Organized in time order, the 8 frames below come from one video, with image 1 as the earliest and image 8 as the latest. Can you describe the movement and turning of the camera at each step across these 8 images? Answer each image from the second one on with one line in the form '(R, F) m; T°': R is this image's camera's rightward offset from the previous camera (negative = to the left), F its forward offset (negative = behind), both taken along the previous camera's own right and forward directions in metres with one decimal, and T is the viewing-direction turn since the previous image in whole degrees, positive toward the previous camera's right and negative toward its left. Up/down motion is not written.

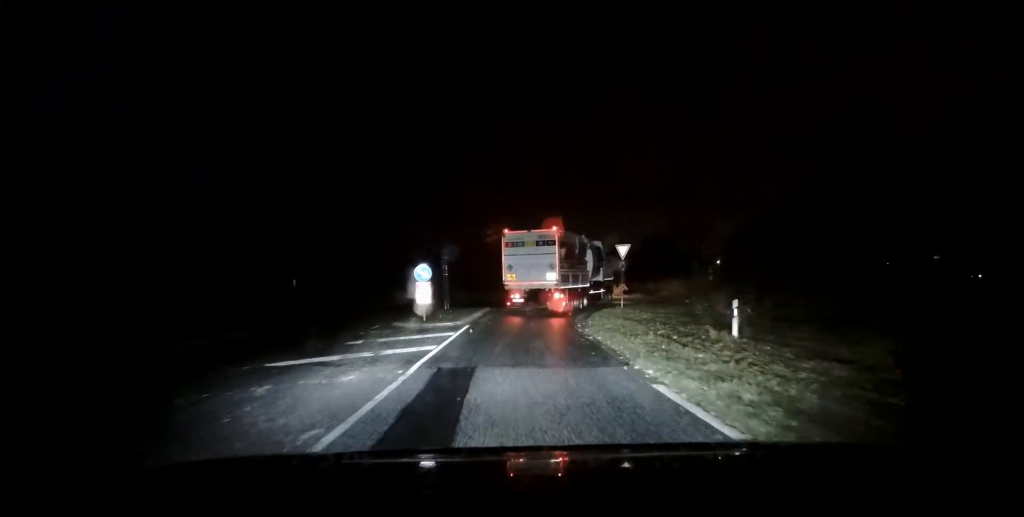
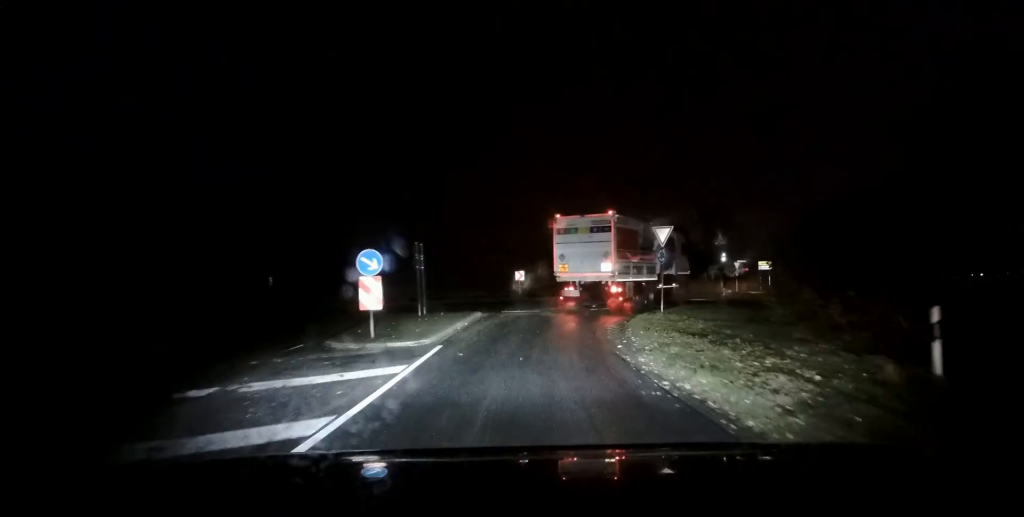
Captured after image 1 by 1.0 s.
(0.0, +7.4) m; +2°
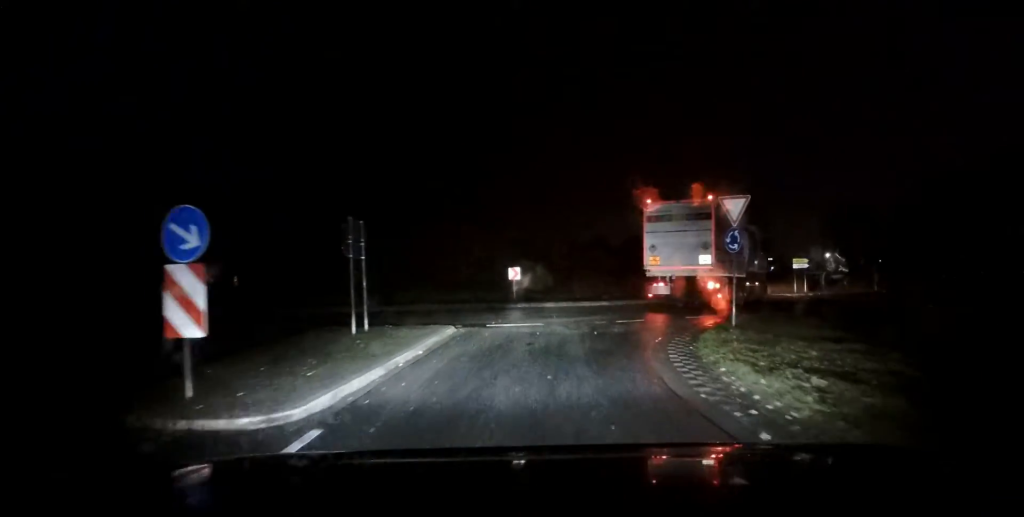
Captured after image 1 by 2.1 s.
(+0.2, +7.2) m; +5°
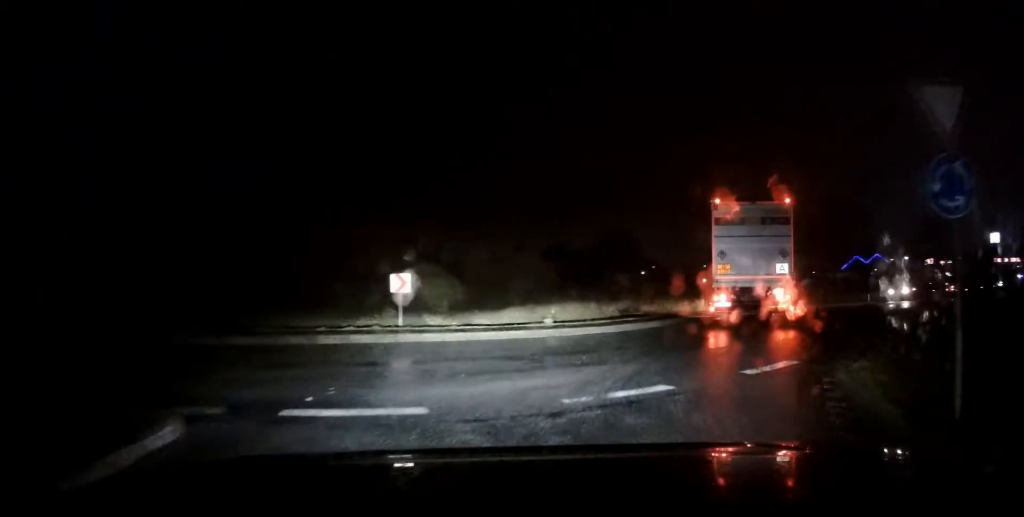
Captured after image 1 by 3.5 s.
(+1.0, +8.7) m; +18°
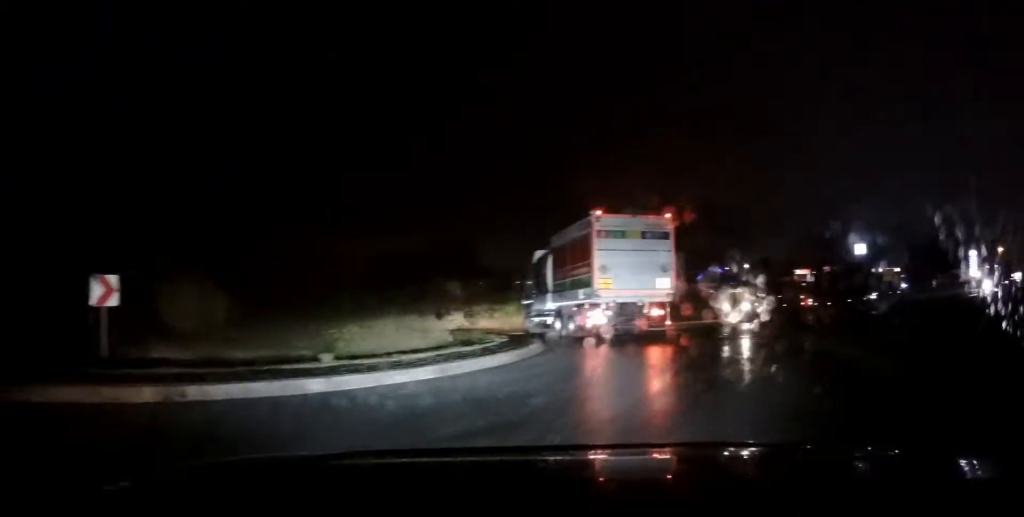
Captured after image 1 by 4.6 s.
(+0.8, +6.1) m; +11°
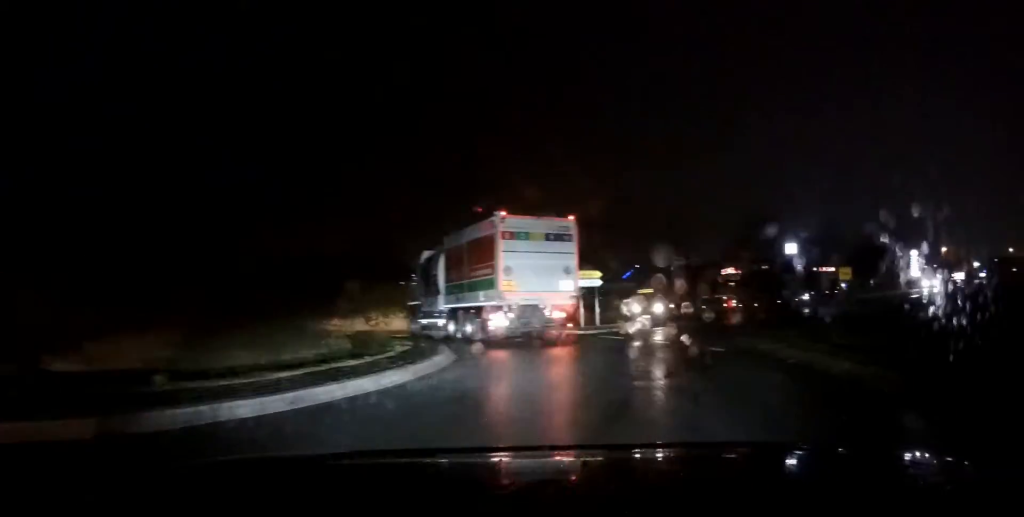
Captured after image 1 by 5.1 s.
(+0.1, +2.7) m; +1°
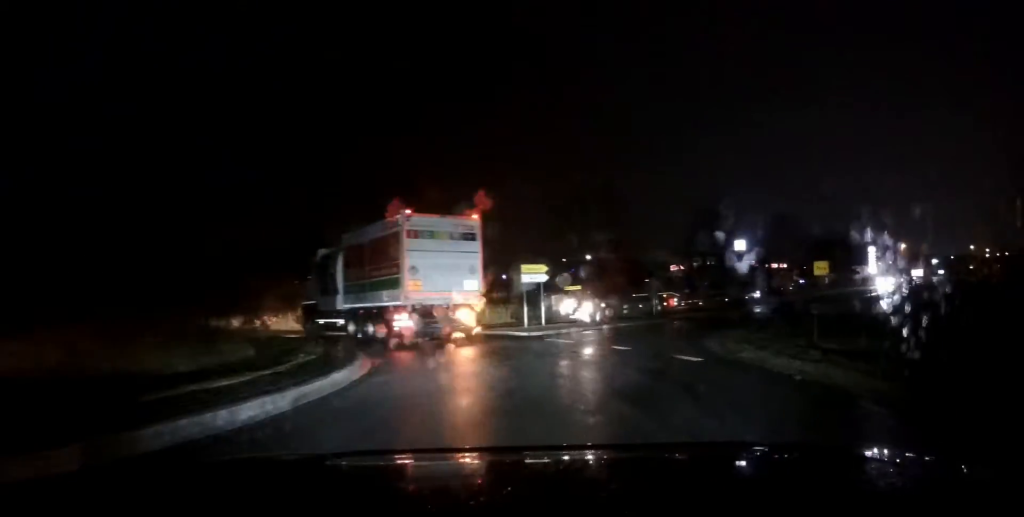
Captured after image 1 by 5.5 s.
(+0.1, +2.7) m; -1°
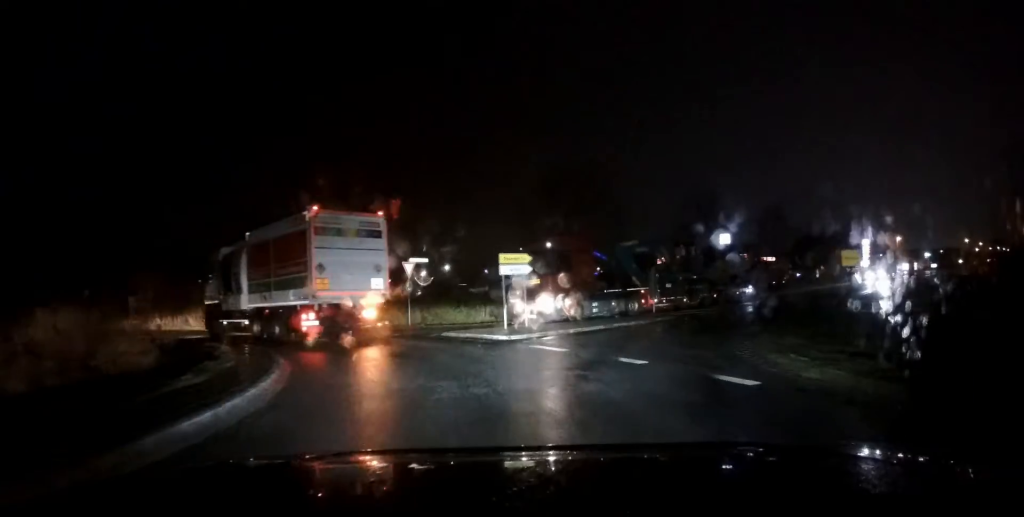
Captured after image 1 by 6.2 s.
(-0.1, +3.8) m; -4°
